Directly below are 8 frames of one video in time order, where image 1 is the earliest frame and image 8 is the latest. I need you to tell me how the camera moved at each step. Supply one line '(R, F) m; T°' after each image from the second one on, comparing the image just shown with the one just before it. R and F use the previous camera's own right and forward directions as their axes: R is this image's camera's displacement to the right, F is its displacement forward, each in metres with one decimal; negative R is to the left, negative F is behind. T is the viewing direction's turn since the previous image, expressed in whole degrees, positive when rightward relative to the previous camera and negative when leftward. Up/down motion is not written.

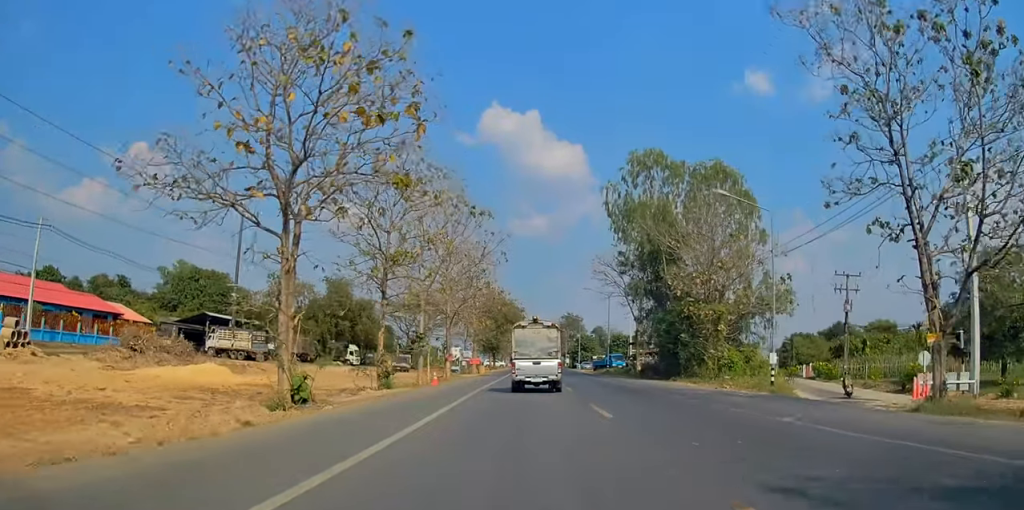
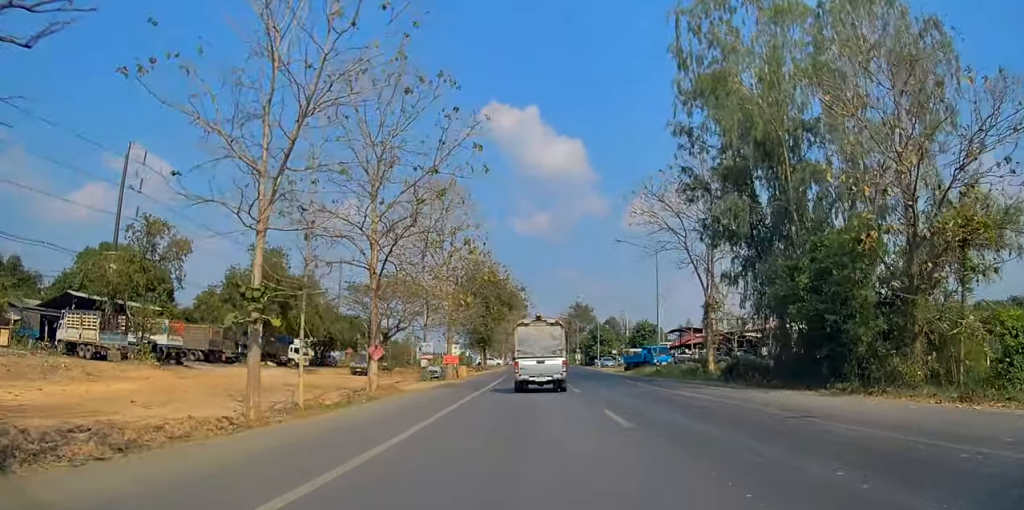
(-0.1, +26.9) m; -1°
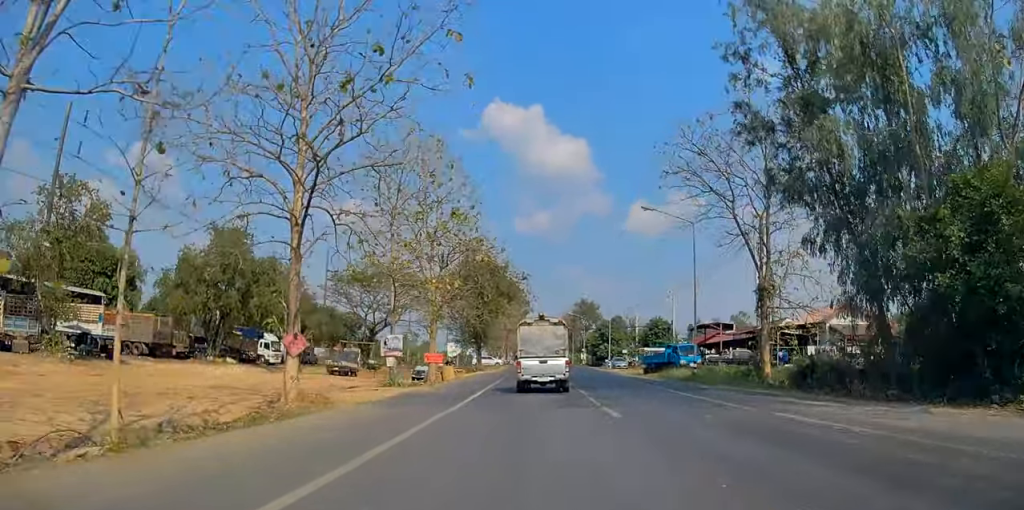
(-0.1, +10.3) m; 0°
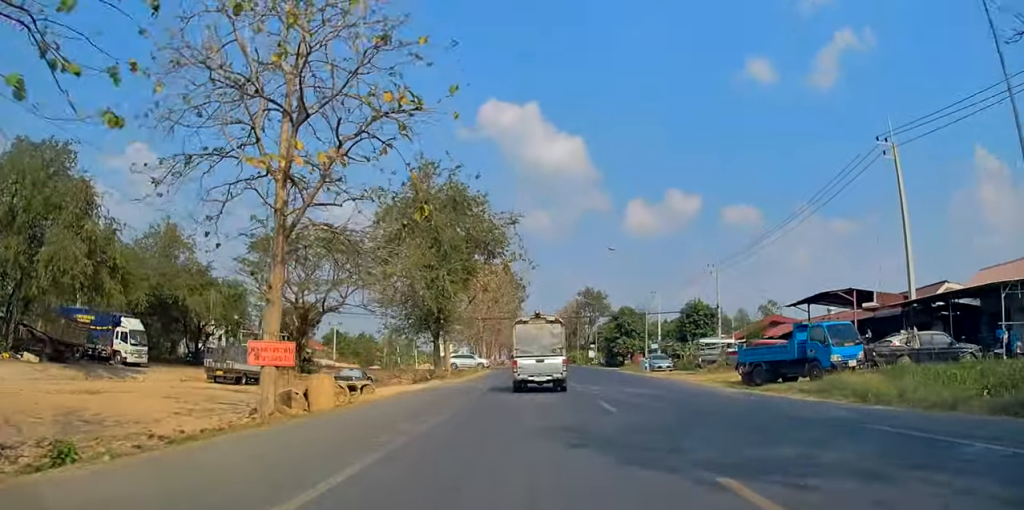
(+0.2, +25.8) m; 0°
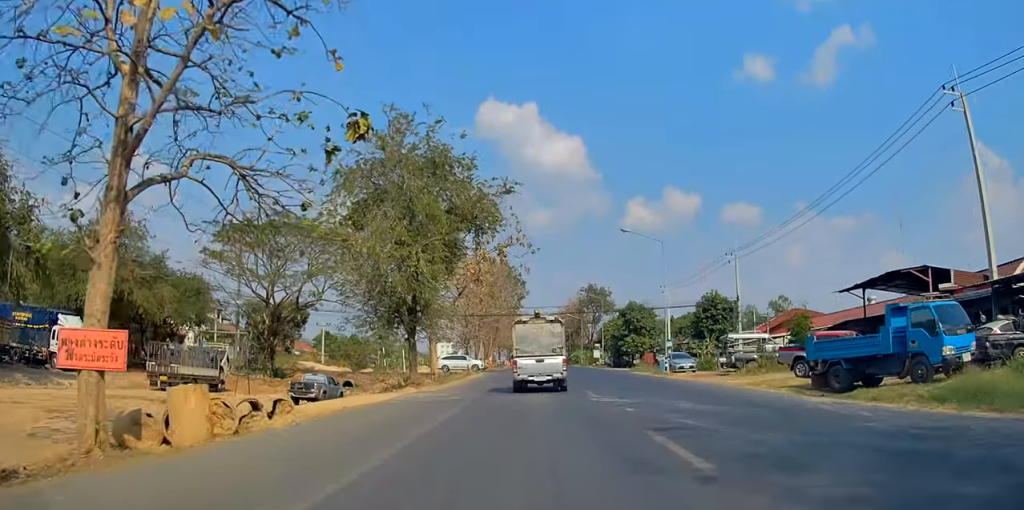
(0.0, +7.7) m; 0°
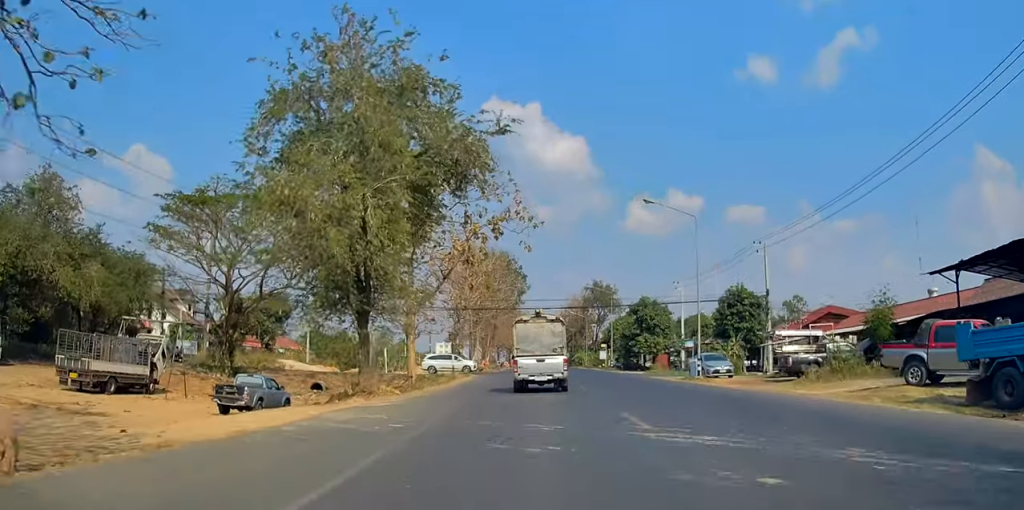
(0.0, +8.5) m; 0°
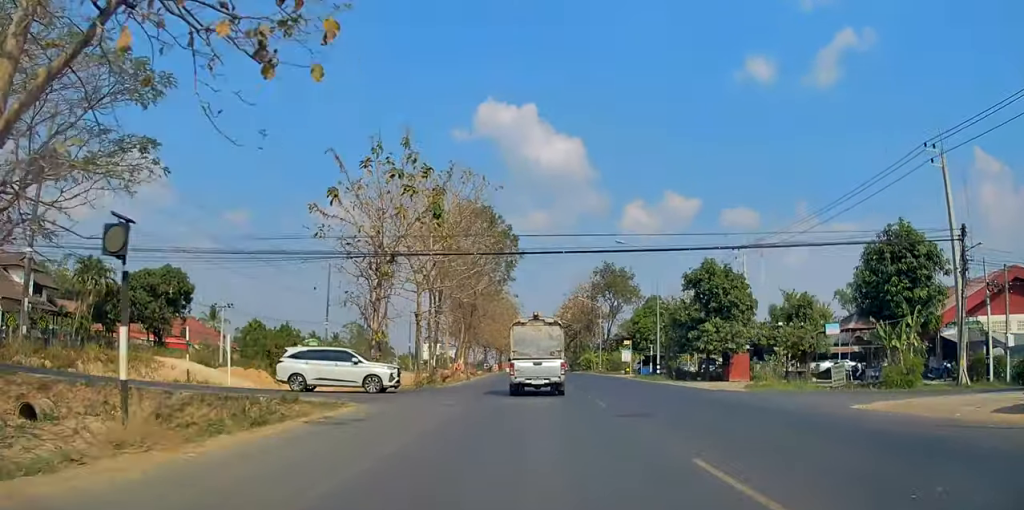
(-0.2, +29.7) m; -1°
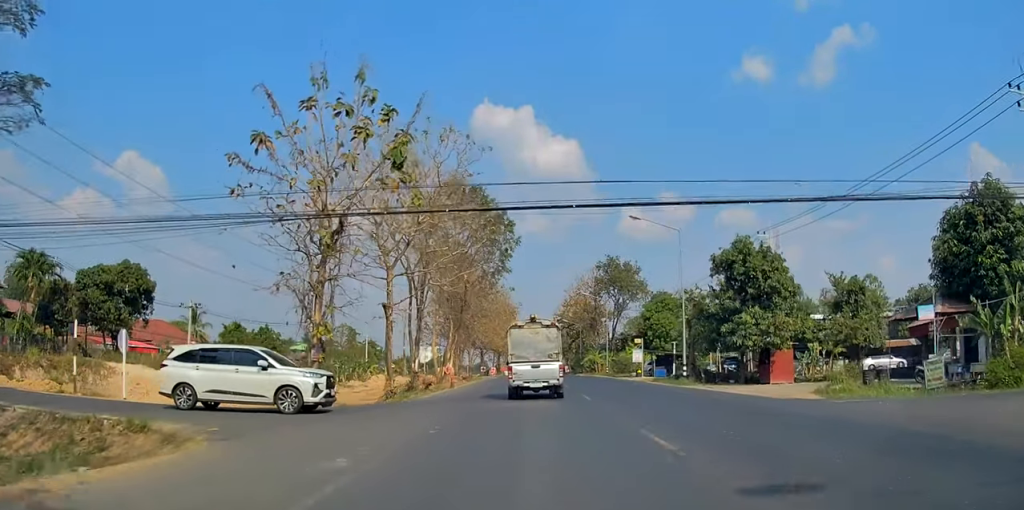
(0.0, +8.0) m; 0°
